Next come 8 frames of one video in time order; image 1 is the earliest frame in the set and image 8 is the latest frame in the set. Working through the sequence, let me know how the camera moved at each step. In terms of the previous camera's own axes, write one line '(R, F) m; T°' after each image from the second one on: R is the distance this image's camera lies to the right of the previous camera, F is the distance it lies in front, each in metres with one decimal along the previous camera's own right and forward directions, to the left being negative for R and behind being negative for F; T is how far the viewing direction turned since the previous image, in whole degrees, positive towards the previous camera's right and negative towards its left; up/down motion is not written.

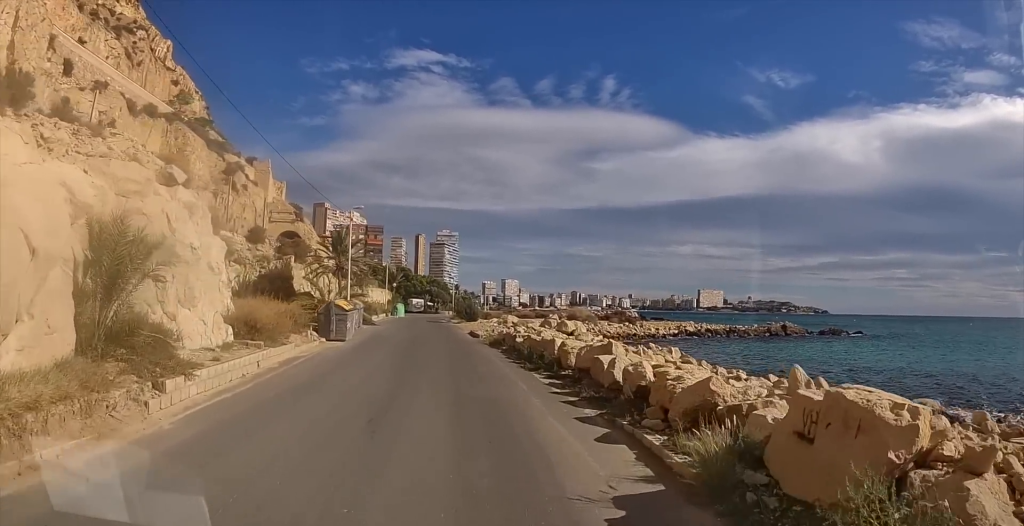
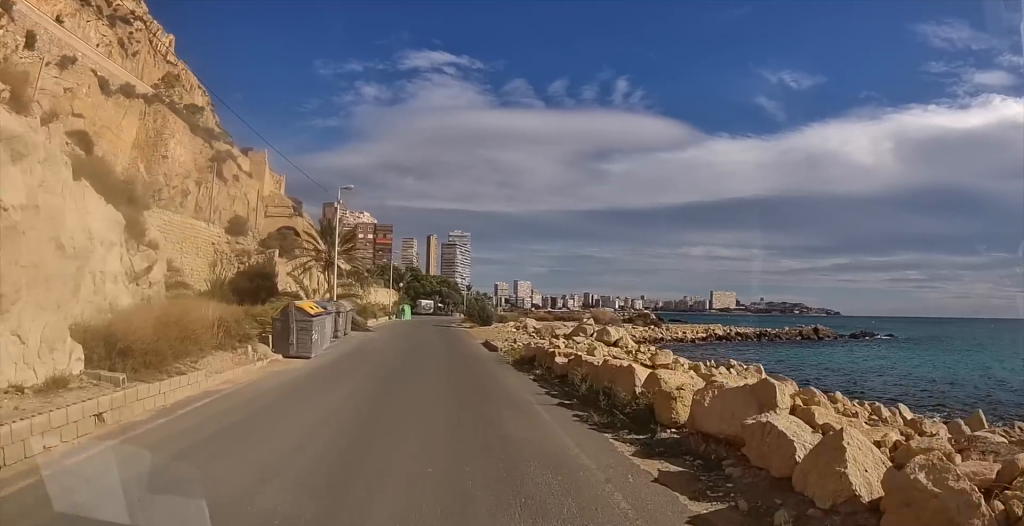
(-0.4, +7.8) m; -4°
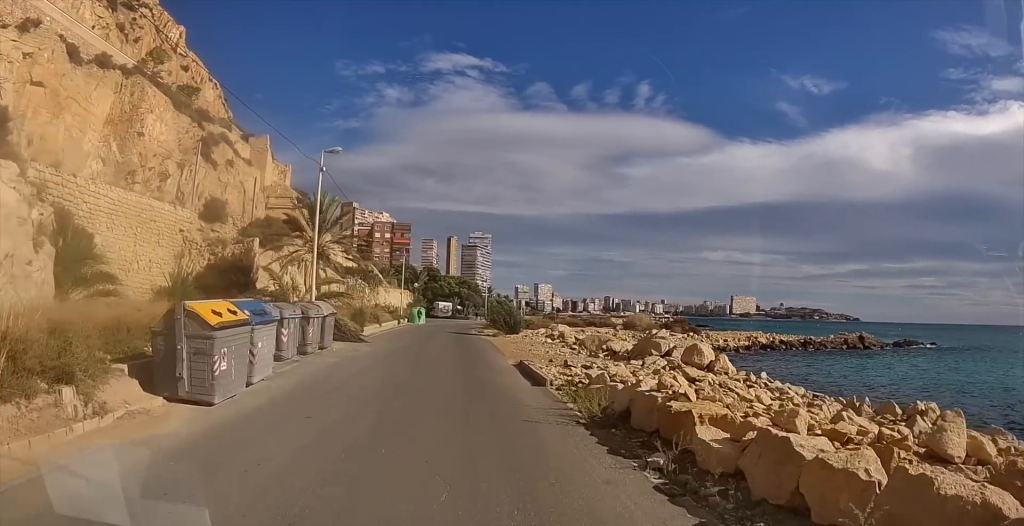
(-0.1, +8.5) m; +1°
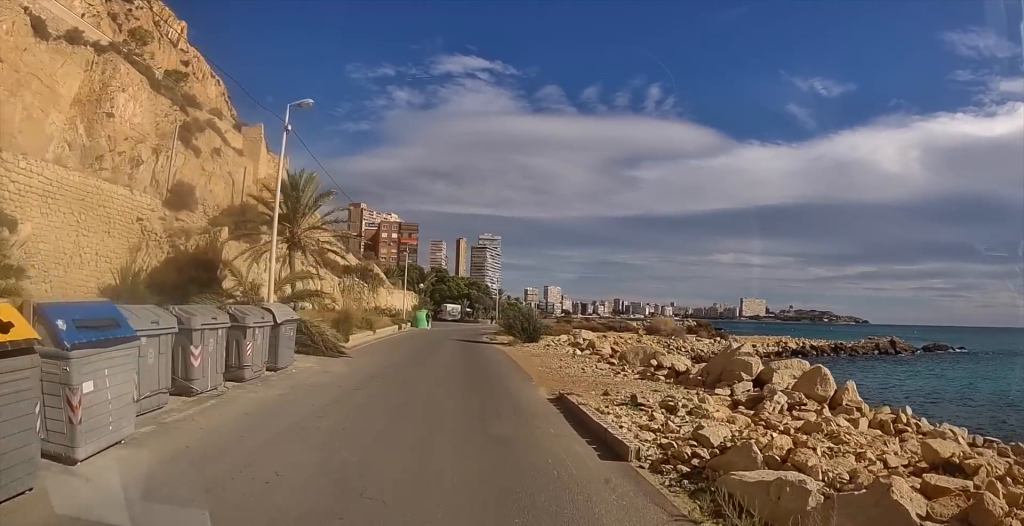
(+0.1, +6.4) m; 0°
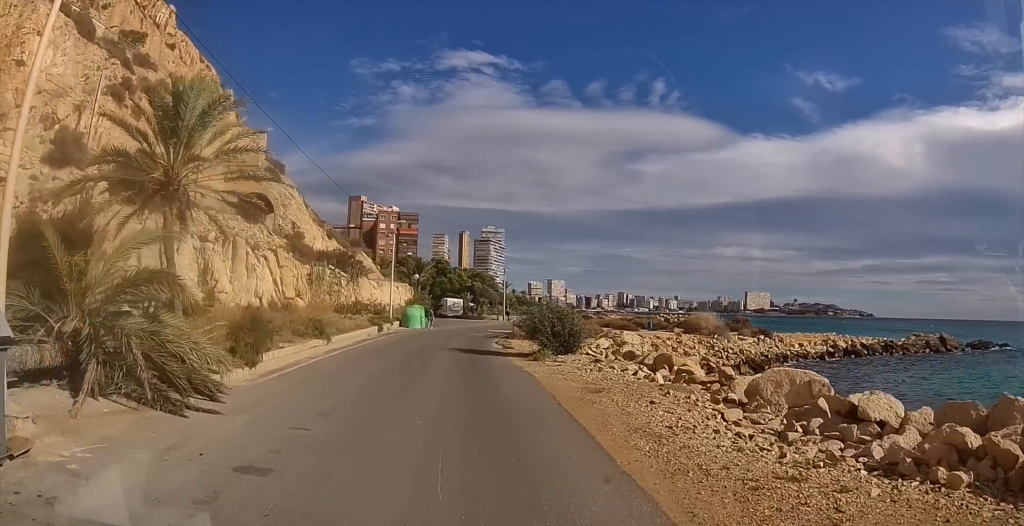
(-0.3, +11.6) m; -3°
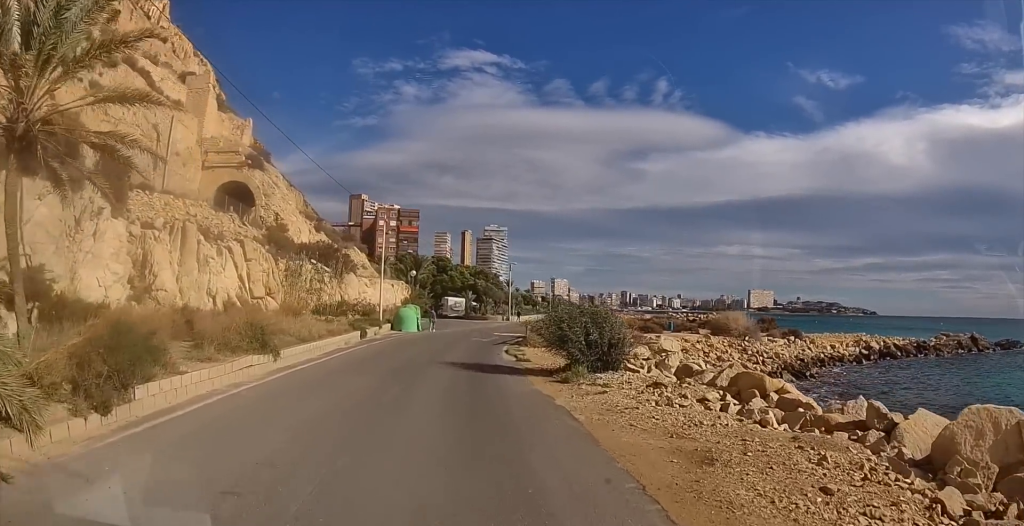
(0.0, +6.1) m; 0°
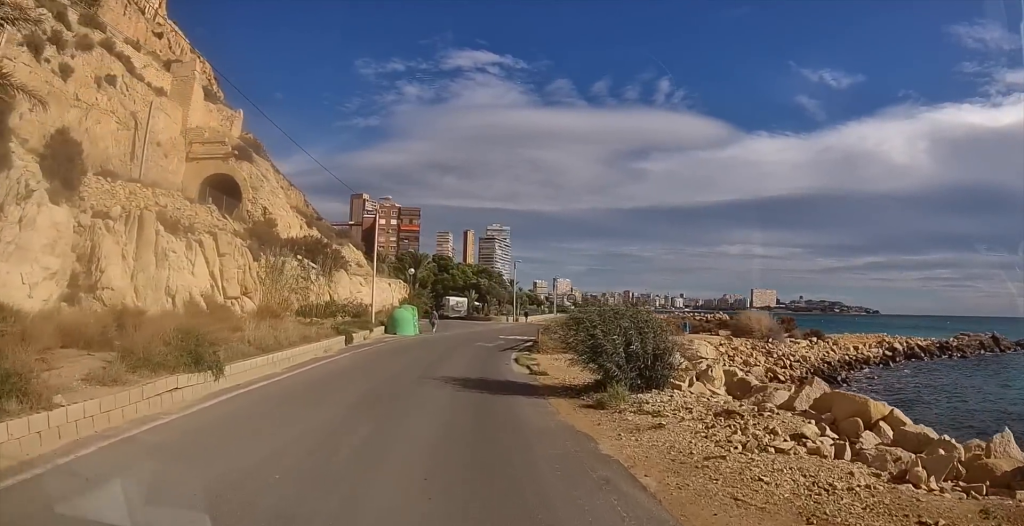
(0.0, +4.0) m; 0°
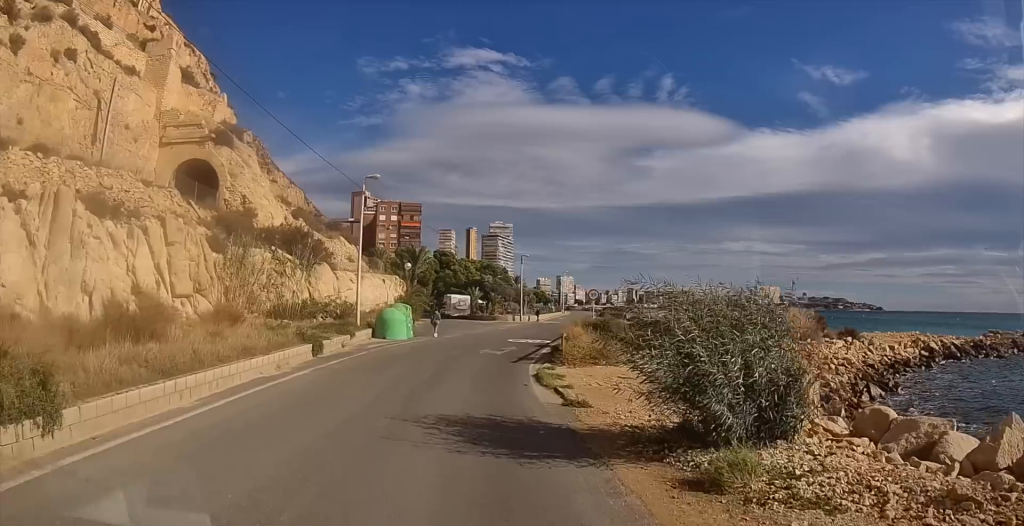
(0.0, +5.5) m; -2°
